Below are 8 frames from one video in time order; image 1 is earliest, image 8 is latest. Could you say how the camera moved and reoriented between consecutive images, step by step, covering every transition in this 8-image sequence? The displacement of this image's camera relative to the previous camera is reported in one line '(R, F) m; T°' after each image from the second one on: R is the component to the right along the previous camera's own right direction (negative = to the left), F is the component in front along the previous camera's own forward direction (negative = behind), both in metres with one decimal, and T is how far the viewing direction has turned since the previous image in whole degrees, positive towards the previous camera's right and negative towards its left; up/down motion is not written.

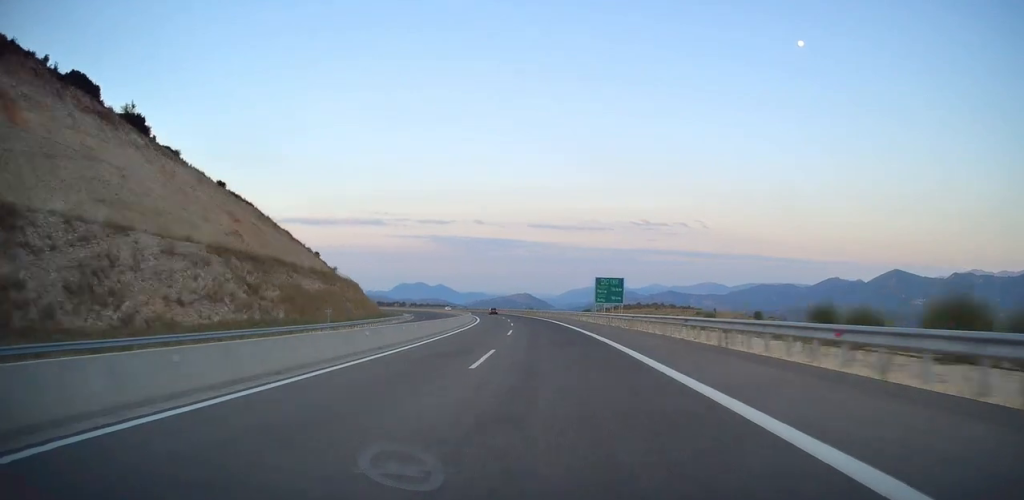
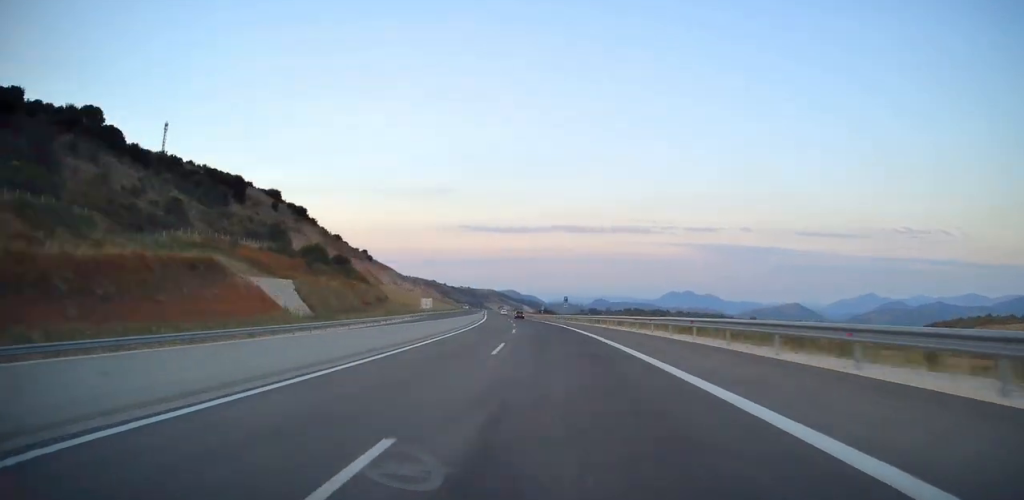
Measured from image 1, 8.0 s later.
(-55.4, +275.0) m; -17°
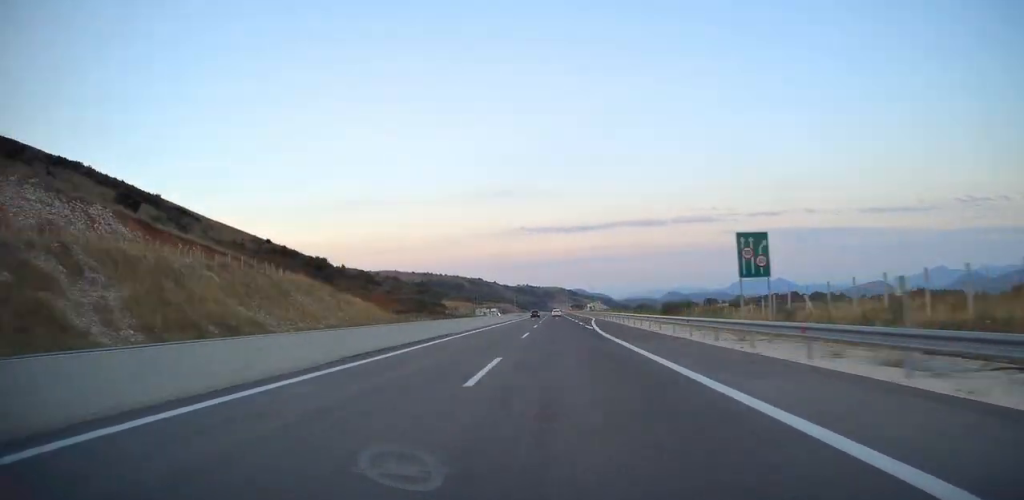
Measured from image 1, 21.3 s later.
(-53.5, +474.5) m; -7°
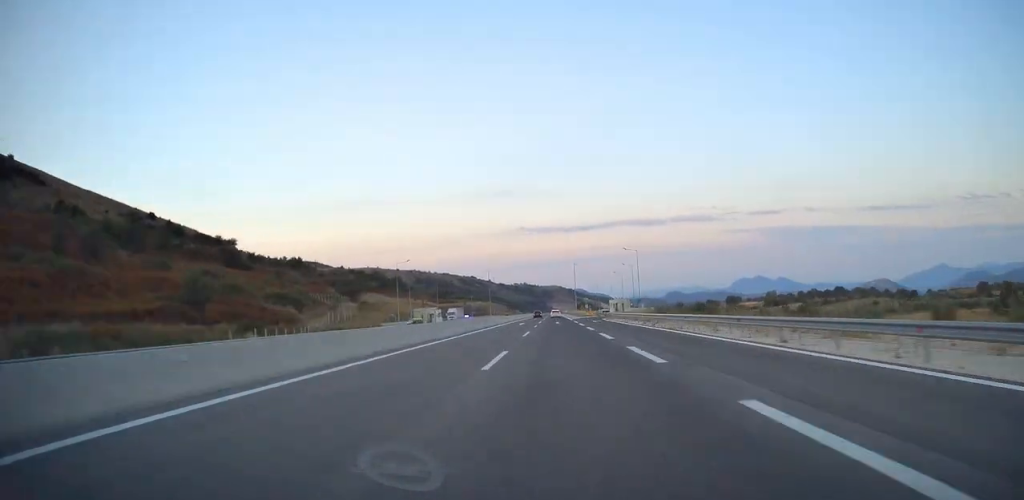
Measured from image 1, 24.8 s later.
(+0.2, +123.8) m; 0°
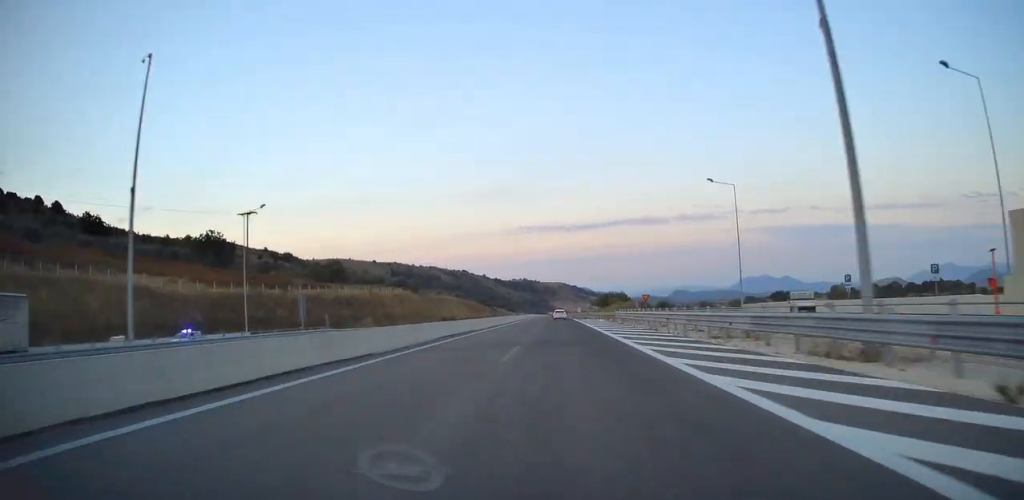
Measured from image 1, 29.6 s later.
(+0.1, +169.3) m; 0°
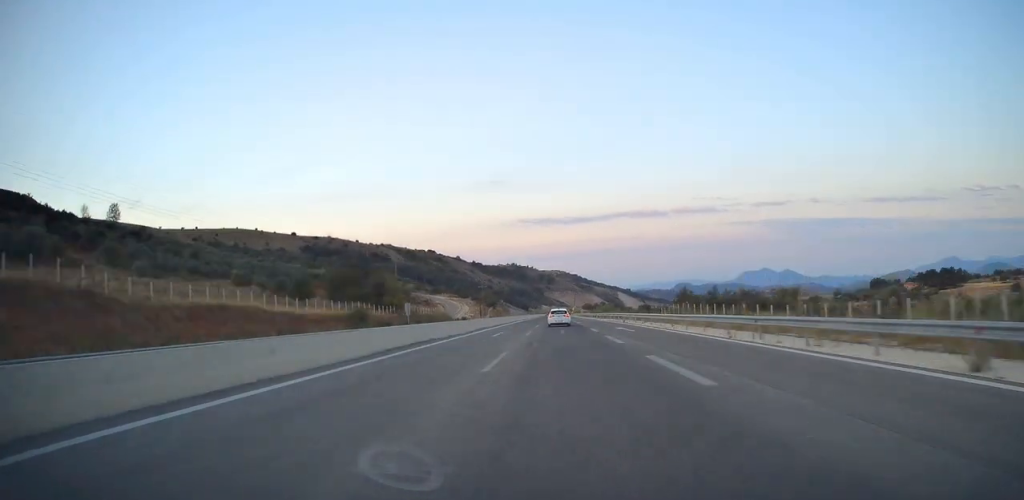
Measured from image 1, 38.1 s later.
(-0.7, +301.2) m; 0°
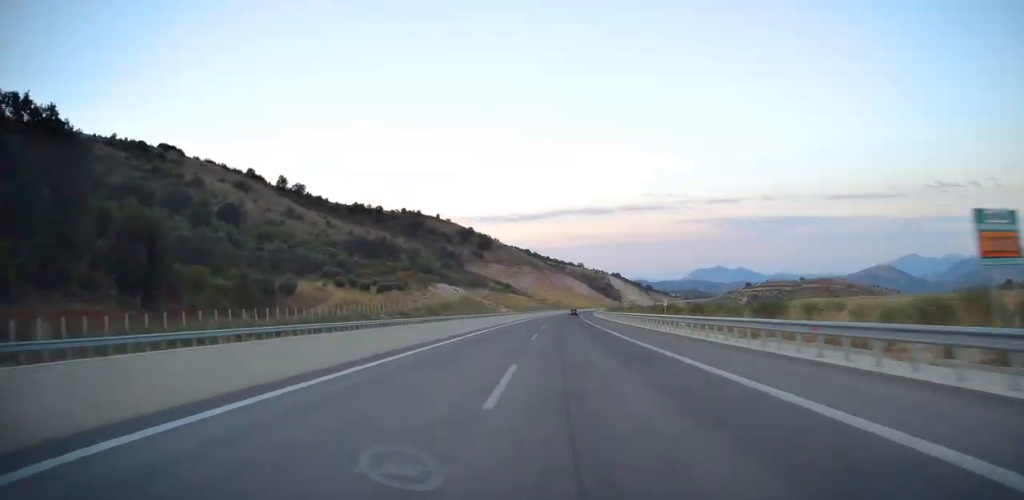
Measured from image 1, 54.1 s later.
(+22.2, +586.6) m; +8°
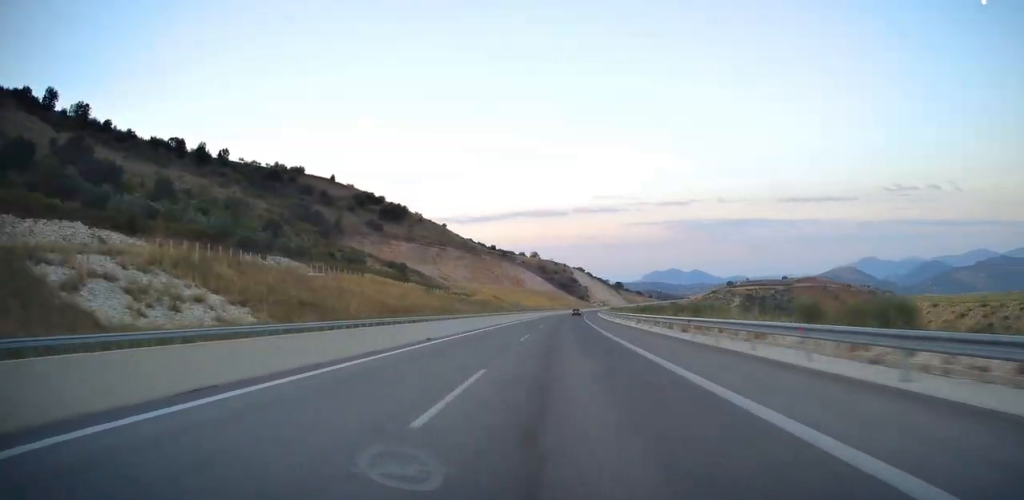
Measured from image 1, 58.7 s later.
(+1.3, +169.7) m; +5°
